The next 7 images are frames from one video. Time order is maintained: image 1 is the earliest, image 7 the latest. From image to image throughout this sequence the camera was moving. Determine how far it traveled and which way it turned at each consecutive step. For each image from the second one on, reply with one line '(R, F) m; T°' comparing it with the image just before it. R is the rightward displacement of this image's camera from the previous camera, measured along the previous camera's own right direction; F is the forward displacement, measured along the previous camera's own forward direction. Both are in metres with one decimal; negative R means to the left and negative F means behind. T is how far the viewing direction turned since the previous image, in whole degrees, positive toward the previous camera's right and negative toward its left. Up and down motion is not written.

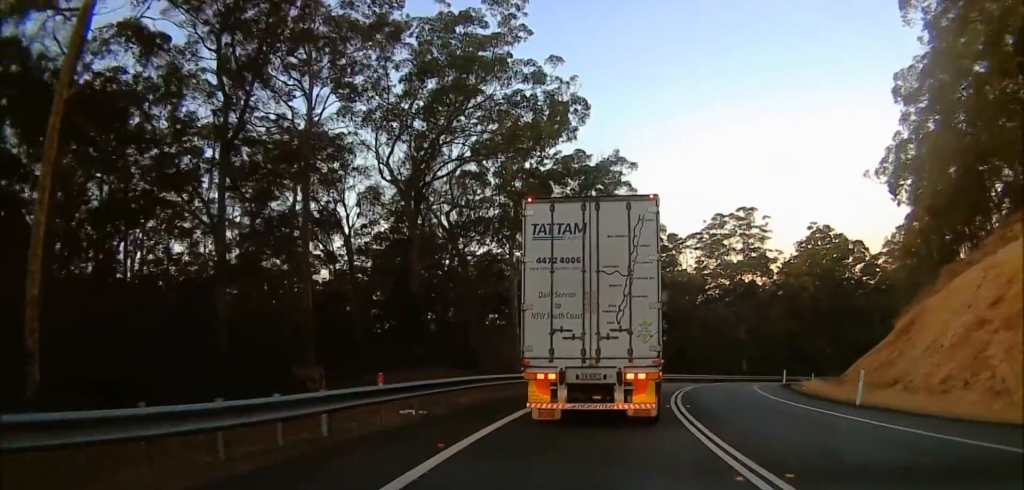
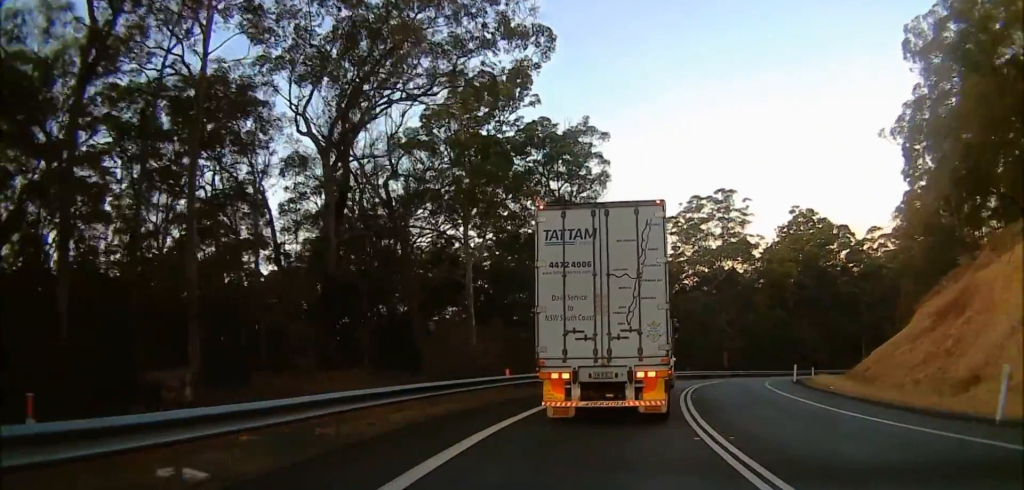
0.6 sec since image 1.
(0.0, +8.0) m; +2°
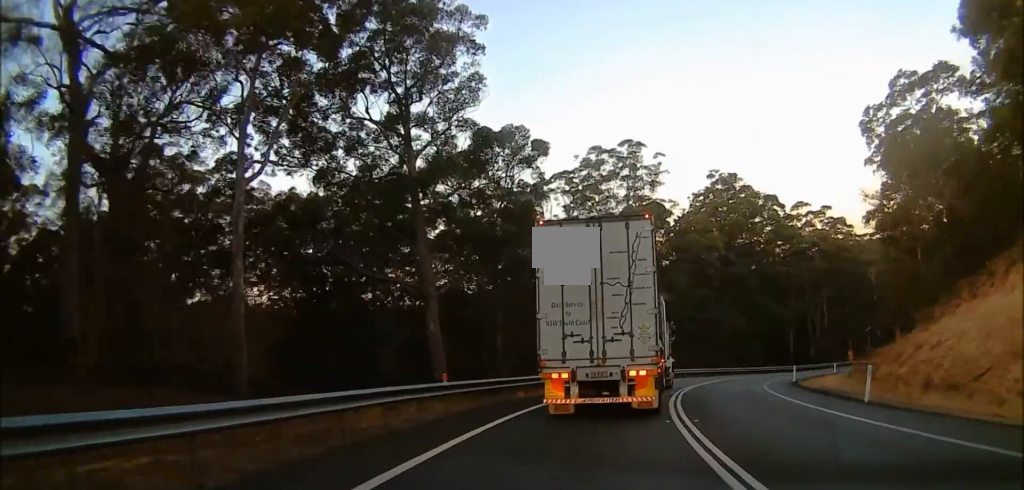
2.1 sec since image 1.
(+2.7, +20.4) m; +14°
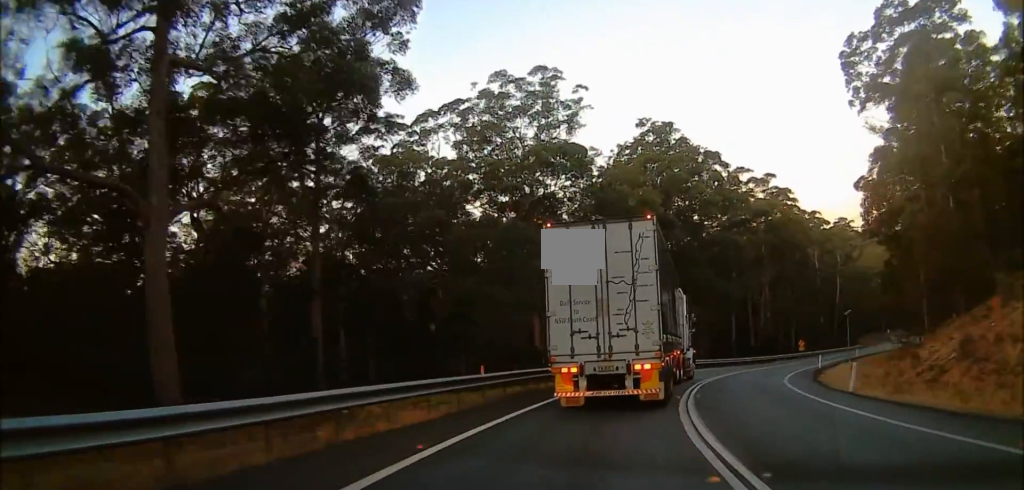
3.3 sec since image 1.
(+0.8, +17.9) m; +12°
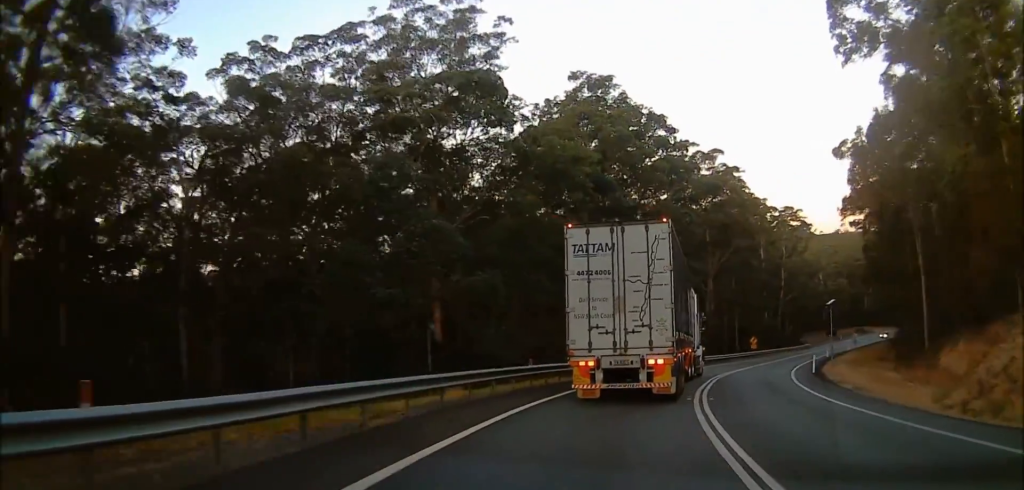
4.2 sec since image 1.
(+2.0, +12.7) m; +9°
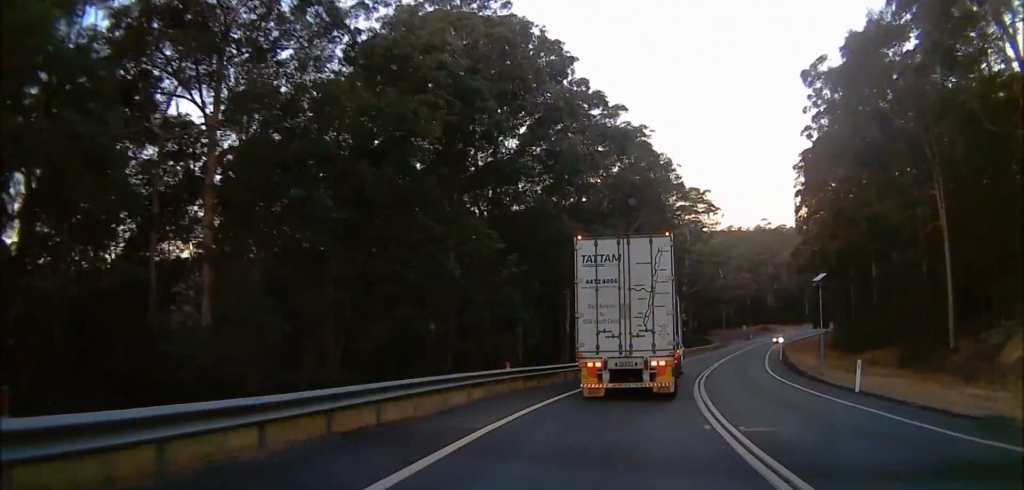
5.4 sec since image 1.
(+0.6, +18.0) m; +3°
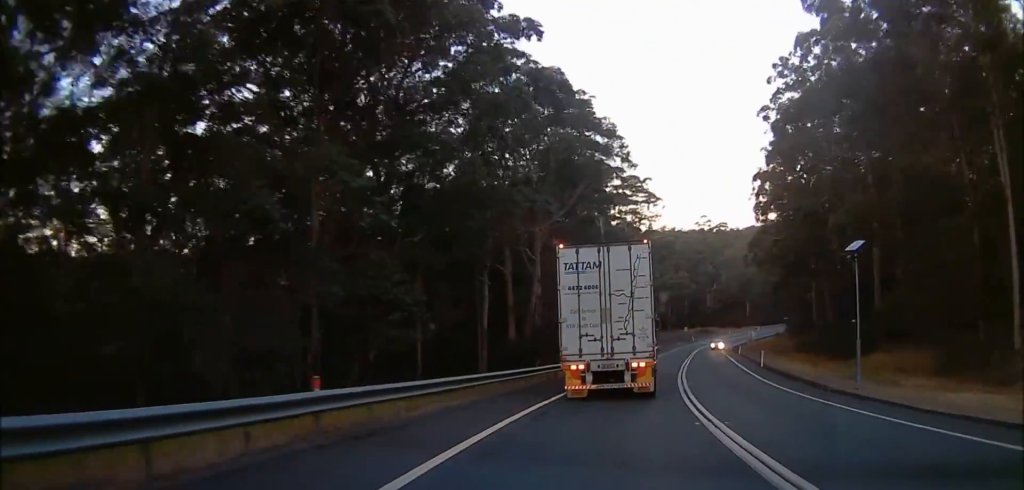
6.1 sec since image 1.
(+0.1, +11.4) m; +6°
